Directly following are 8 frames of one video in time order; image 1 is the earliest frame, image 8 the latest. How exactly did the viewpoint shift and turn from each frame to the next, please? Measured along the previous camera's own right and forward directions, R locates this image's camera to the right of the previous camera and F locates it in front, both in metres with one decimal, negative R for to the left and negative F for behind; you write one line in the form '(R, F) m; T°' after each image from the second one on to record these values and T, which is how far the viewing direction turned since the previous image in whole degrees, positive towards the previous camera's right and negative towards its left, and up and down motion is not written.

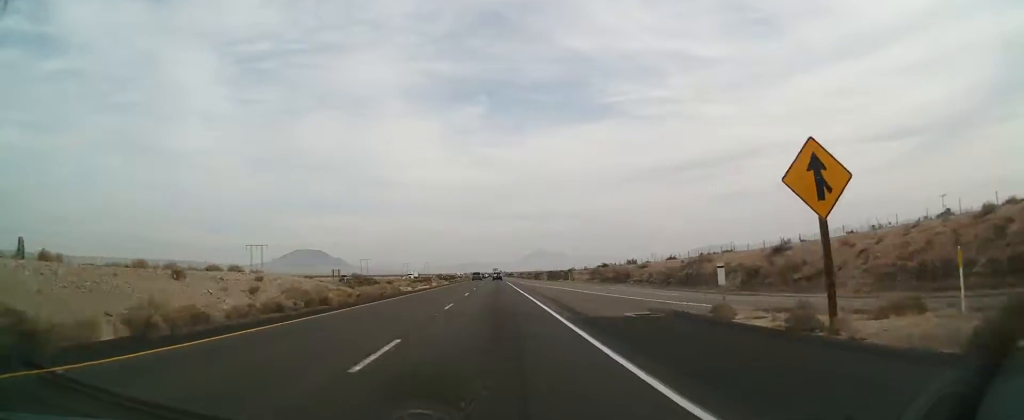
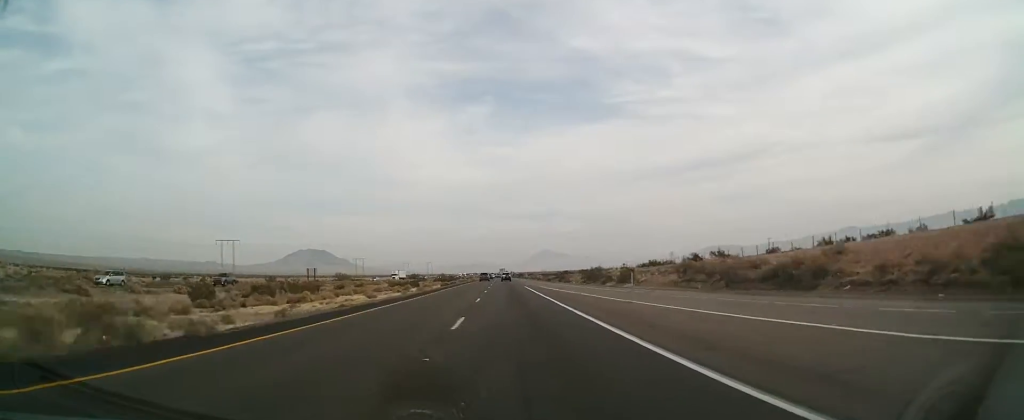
(-0.3, +37.7) m; -1°
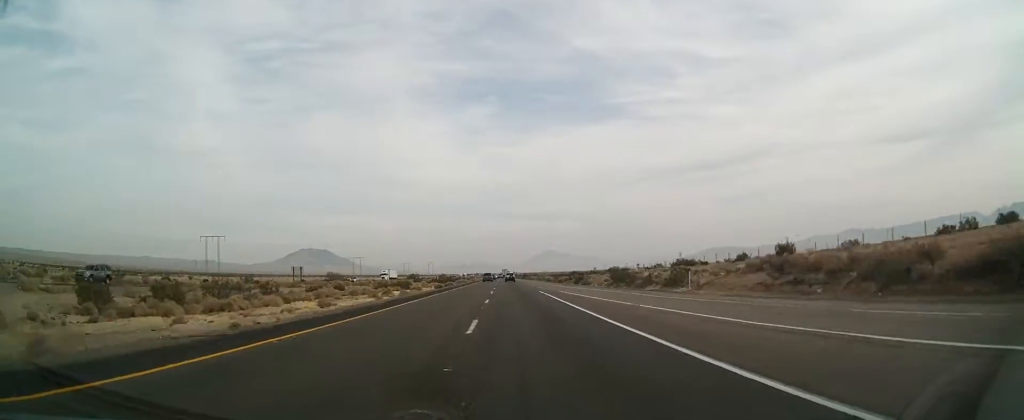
(-0.1, +15.8) m; 0°
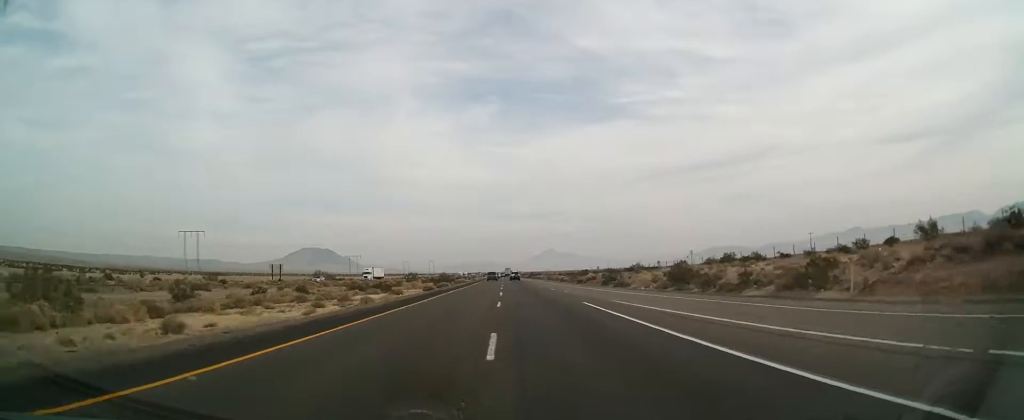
(0.0, +19.1) m; 0°
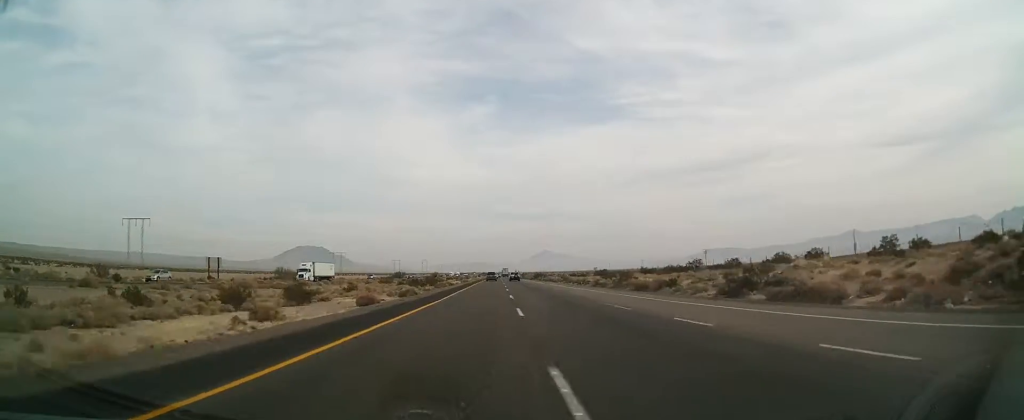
(-0.2, +34.6) m; 0°
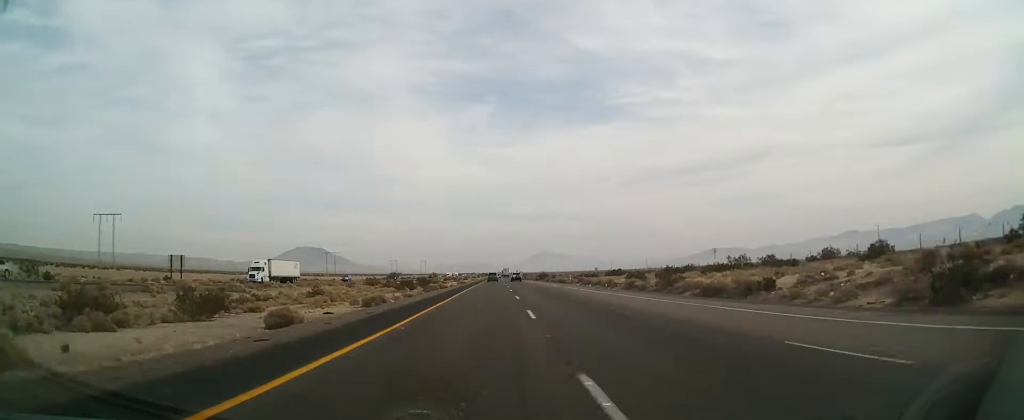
(0.0, +15.5) m; 0°
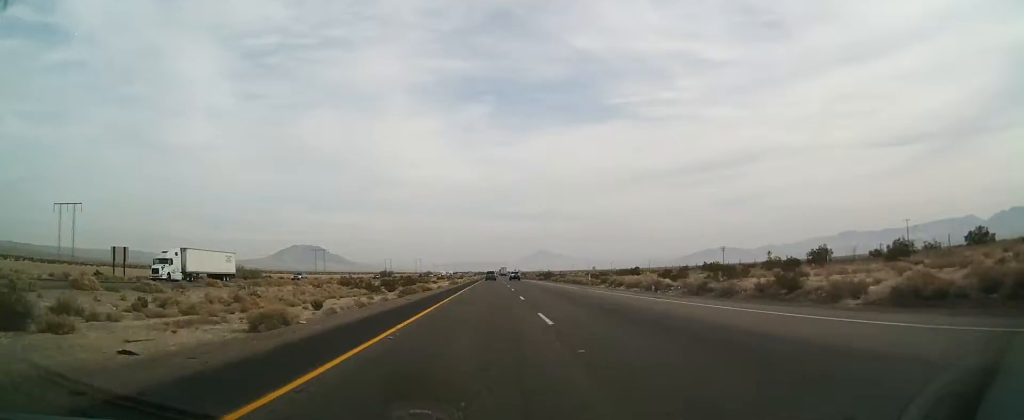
(0.0, +17.6) m; 0°
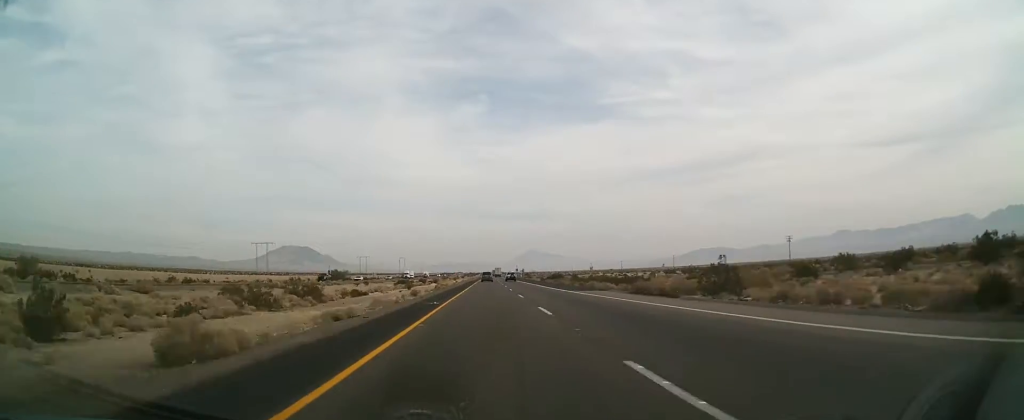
(+1.5, +84.3) m; +1°
